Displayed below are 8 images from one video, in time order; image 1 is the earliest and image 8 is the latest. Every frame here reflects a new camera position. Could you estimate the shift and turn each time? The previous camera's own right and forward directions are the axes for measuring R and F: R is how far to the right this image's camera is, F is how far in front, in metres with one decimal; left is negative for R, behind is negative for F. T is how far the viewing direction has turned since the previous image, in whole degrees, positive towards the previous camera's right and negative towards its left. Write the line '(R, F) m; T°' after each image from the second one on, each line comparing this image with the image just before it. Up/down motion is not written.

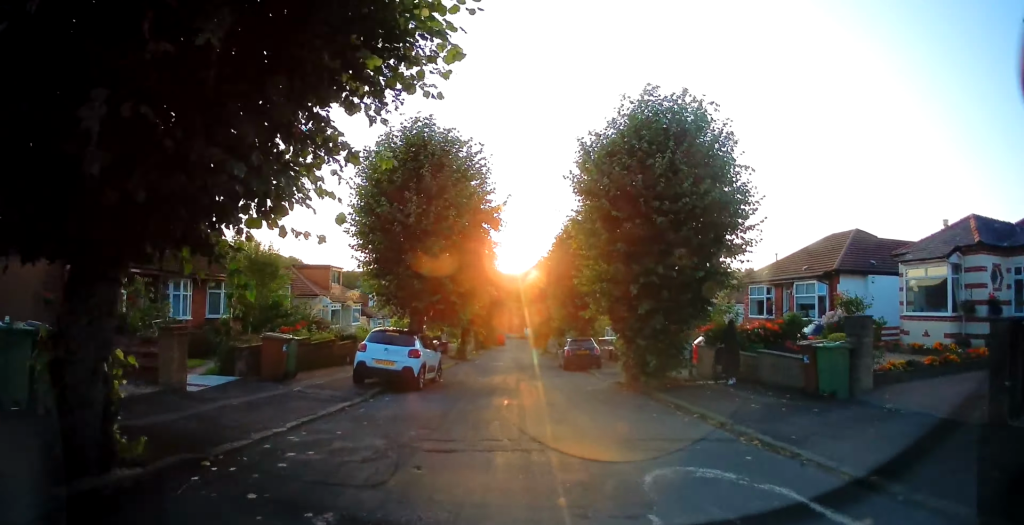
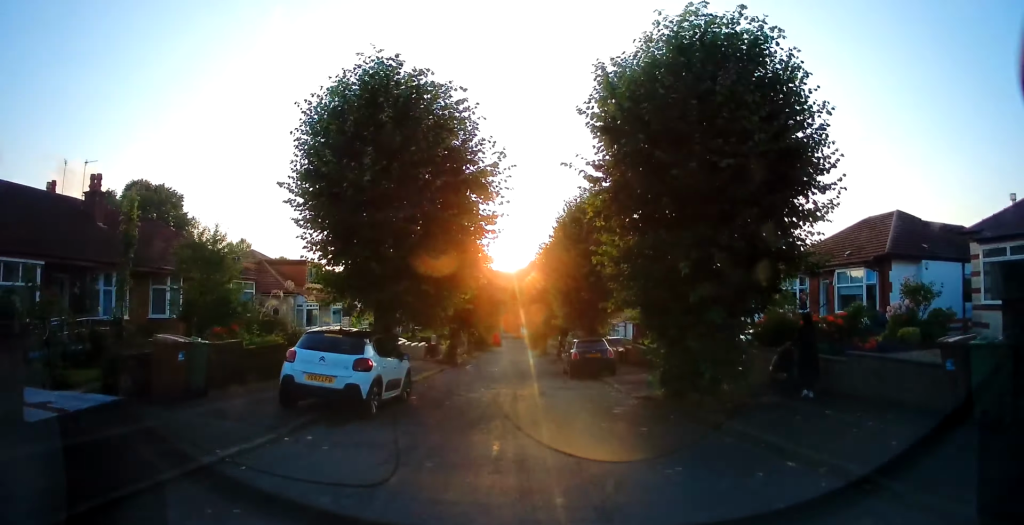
(-0.1, +4.2) m; +1°
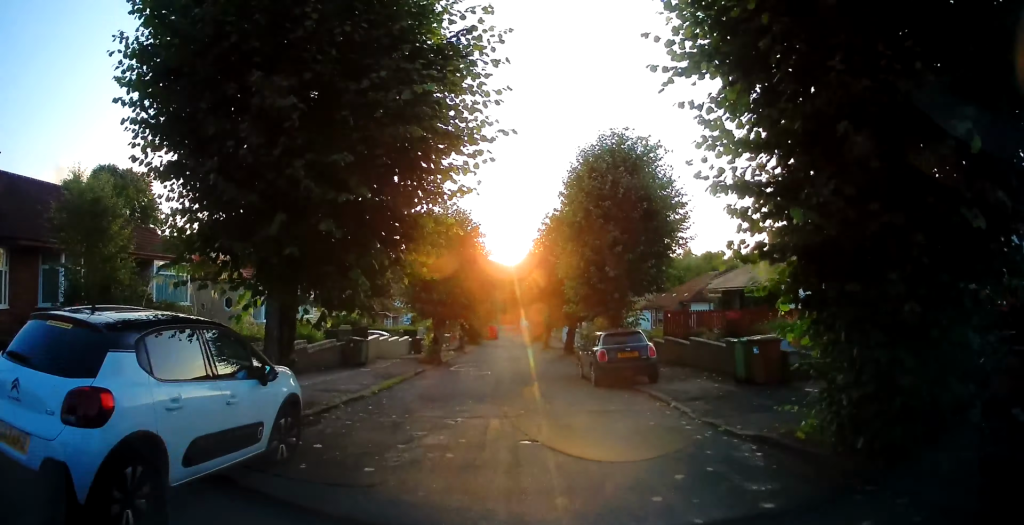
(+0.4, +6.2) m; +2°
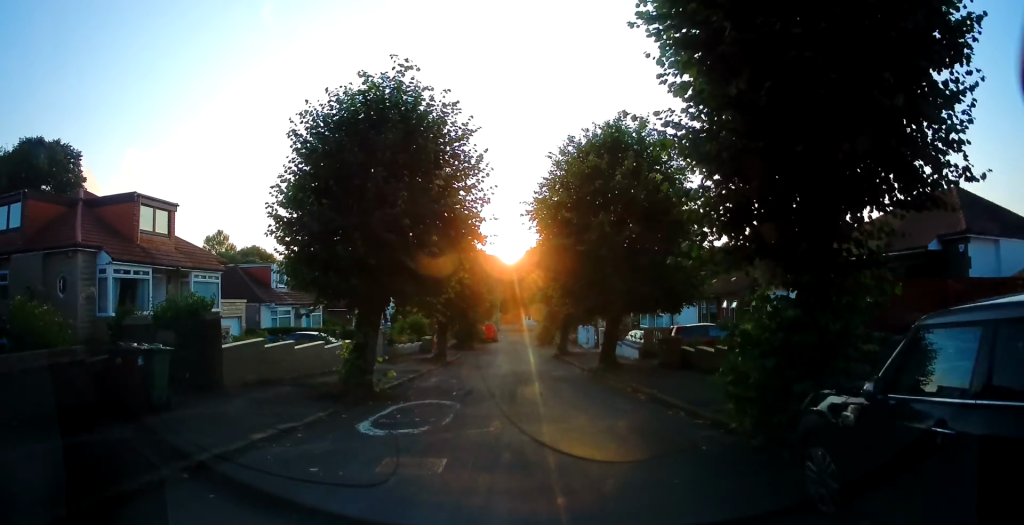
(-0.1, +13.2) m; 0°
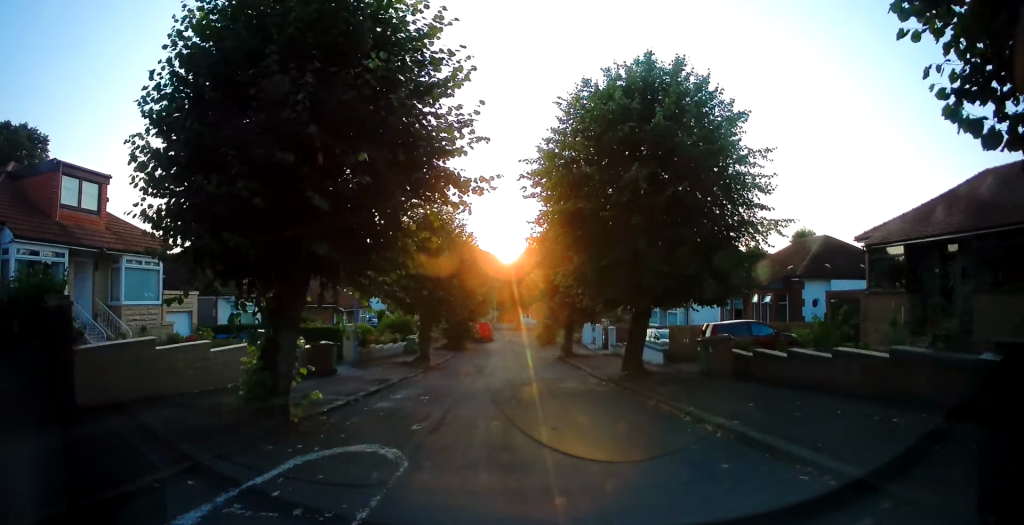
(+0.1, +5.1) m; 0°
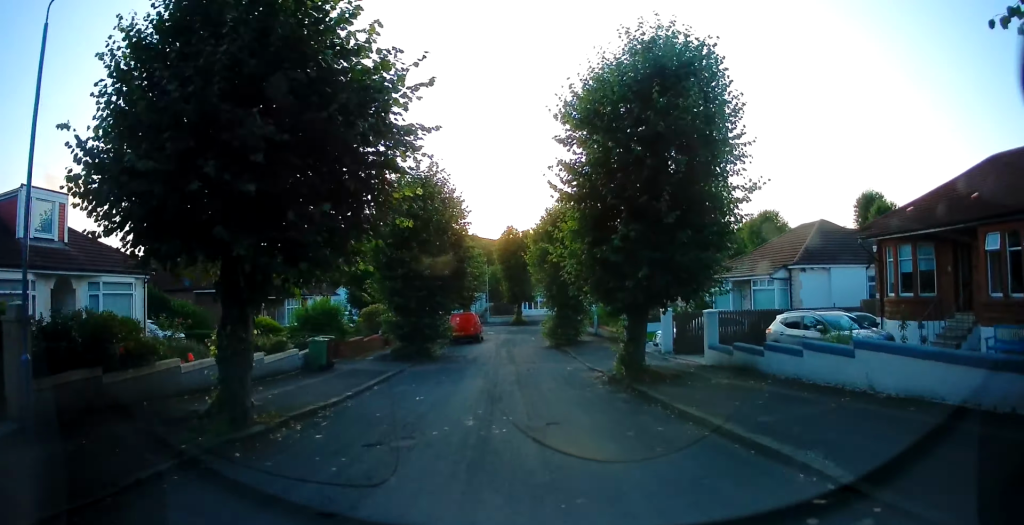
(-0.2, +17.2) m; +2°
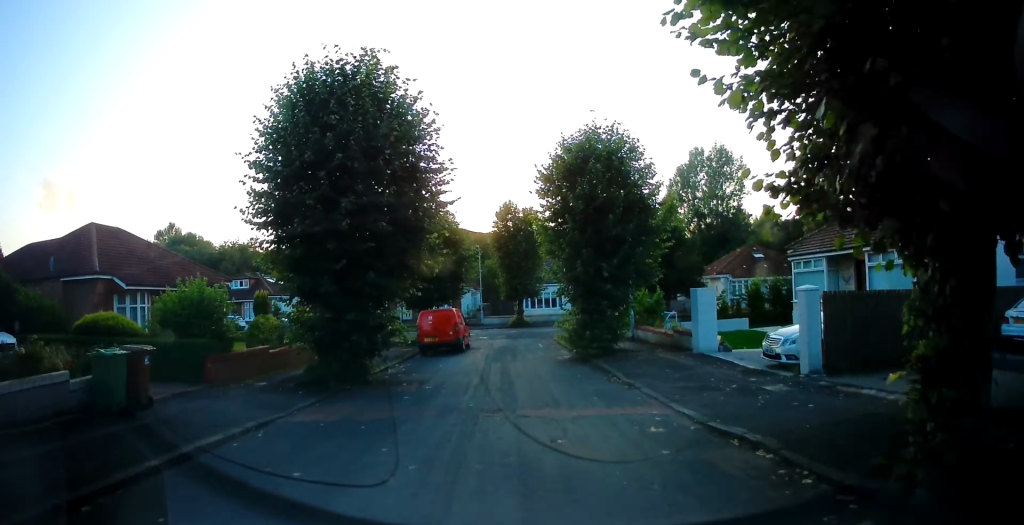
(+0.6, +10.7) m; +1°
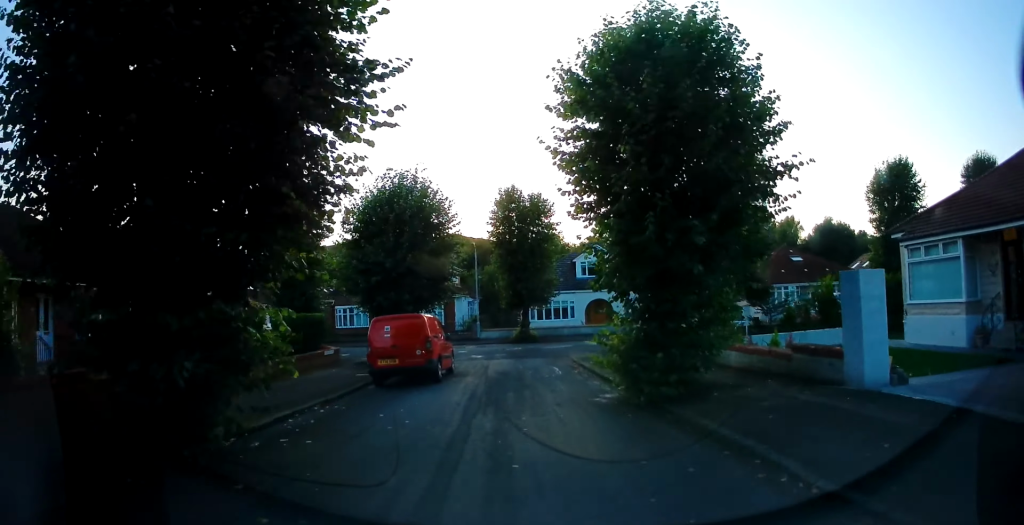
(-0.4, +8.1) m; -3°
